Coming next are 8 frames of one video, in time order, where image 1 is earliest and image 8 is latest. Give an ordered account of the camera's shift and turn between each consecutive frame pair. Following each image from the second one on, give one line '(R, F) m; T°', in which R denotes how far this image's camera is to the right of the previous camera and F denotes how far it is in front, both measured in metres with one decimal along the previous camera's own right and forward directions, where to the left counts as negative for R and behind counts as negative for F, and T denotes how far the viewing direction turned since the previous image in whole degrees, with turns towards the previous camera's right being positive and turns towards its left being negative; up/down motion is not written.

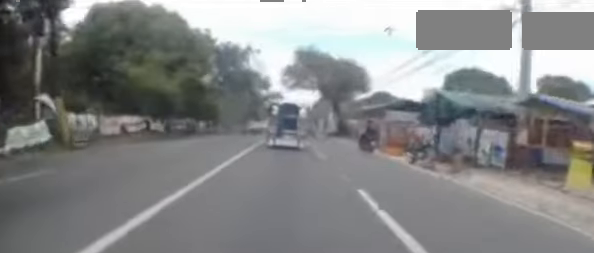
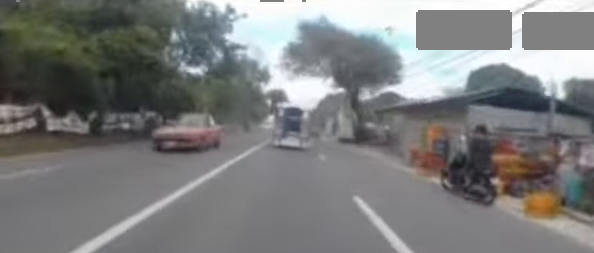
(+0.3, +9.2) m; +2°
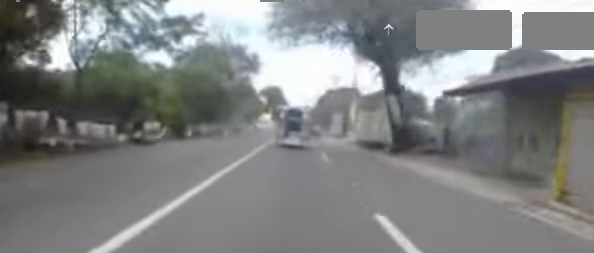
(+0.1, +10.8) m; -2°
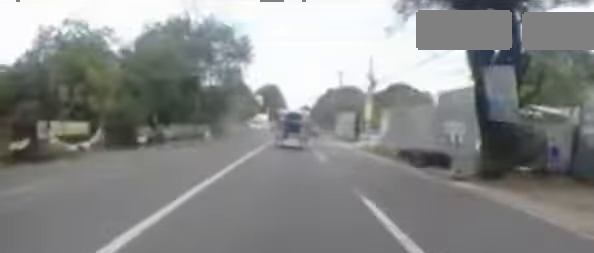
(-0.2, +7.9) m; -1°
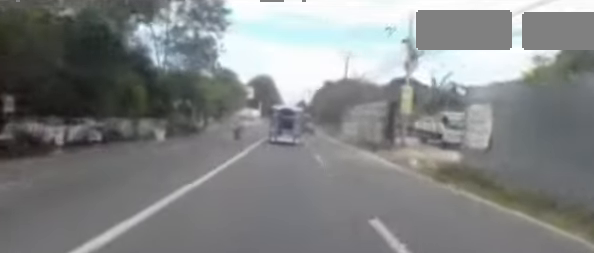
(-0.1, +10.7) m; 0°
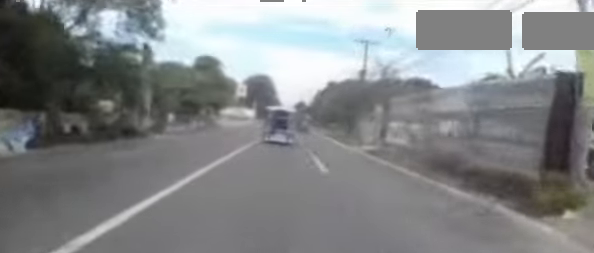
(+0.1, +12.0) m; 0°
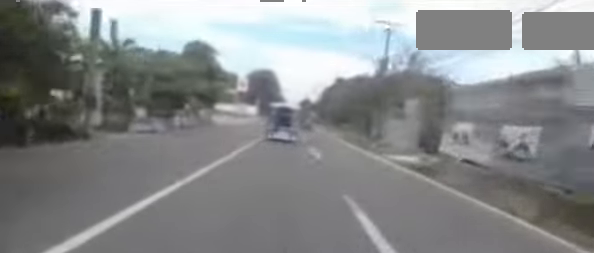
(-0.2, +5.4) m; 0°
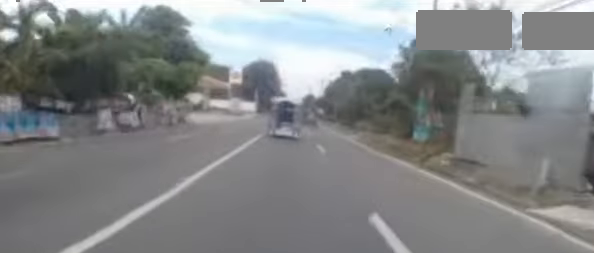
(+0.4, +9.6) m; 0°
